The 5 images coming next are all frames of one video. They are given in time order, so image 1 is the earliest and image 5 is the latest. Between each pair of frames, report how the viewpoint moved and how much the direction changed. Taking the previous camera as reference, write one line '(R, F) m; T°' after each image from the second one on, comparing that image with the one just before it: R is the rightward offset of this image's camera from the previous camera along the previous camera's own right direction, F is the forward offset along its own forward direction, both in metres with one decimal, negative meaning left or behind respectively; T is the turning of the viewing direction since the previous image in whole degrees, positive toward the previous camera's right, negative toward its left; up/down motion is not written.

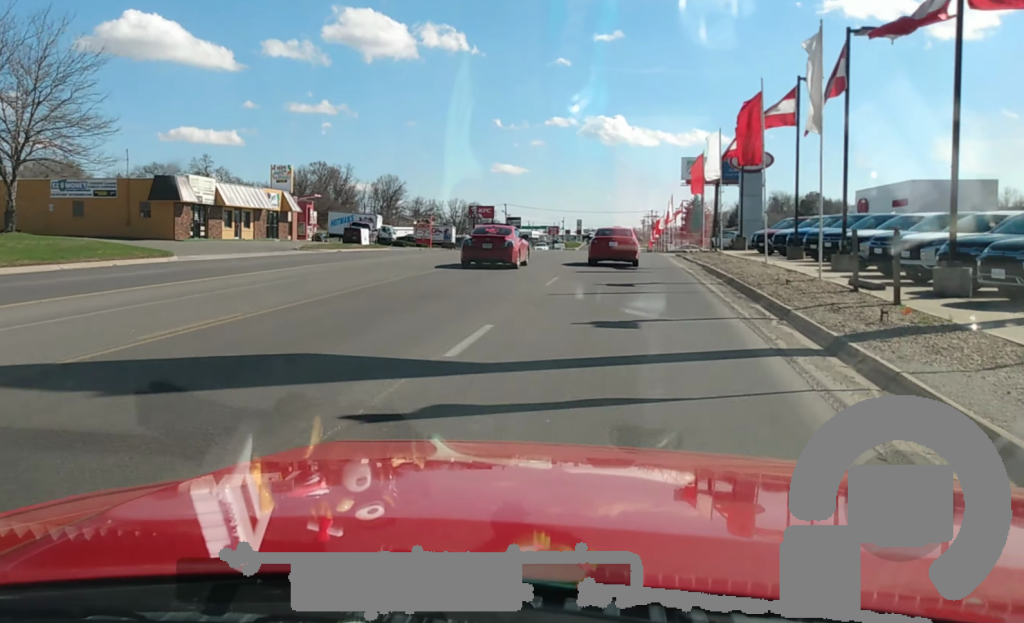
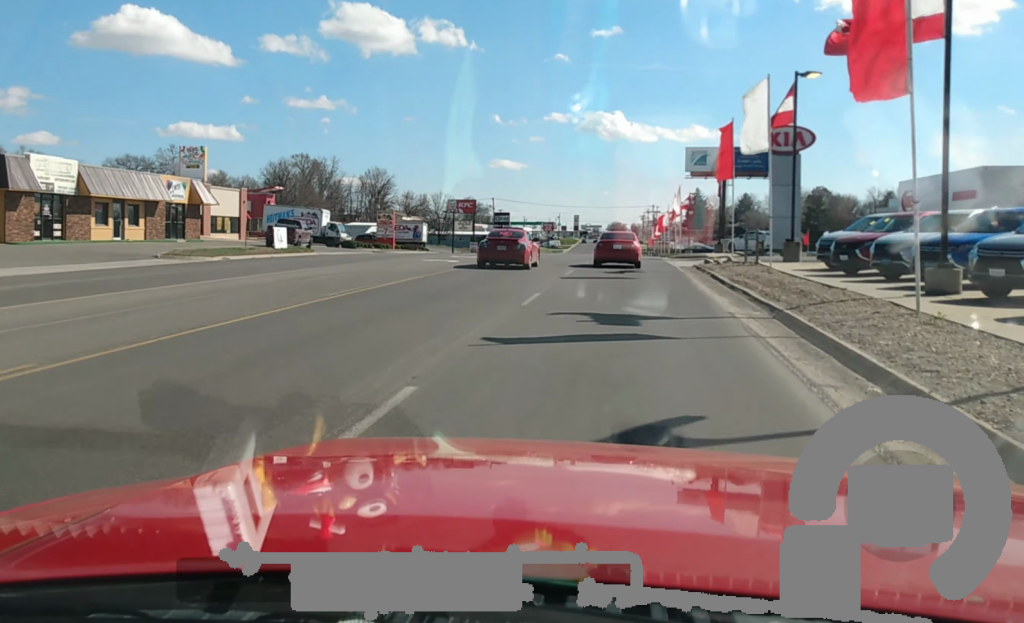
(0.0, +17.6) m; 0°
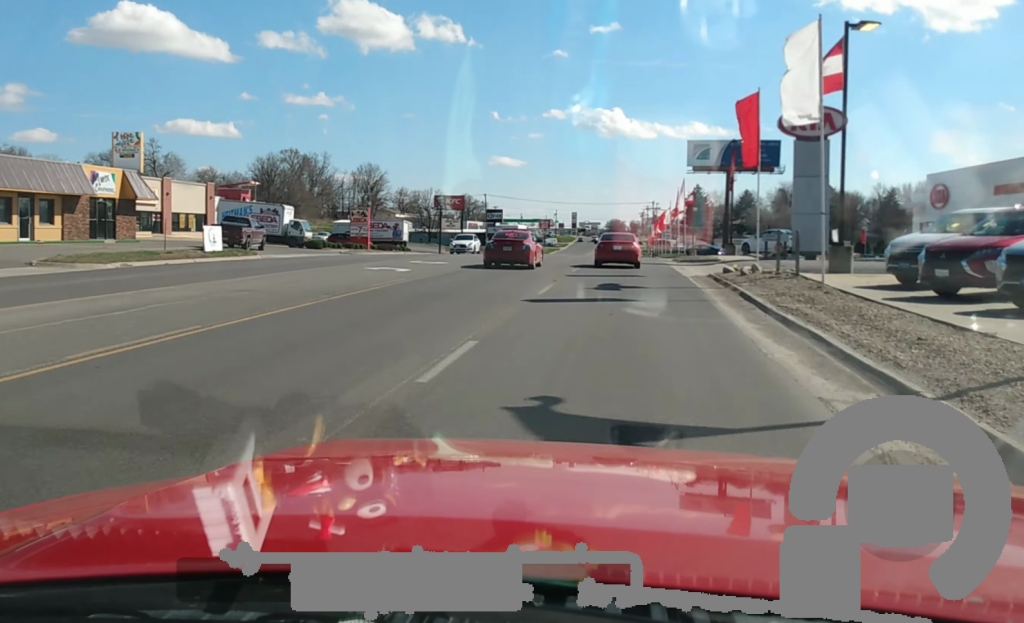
(0.0, +9.0) m; 0°
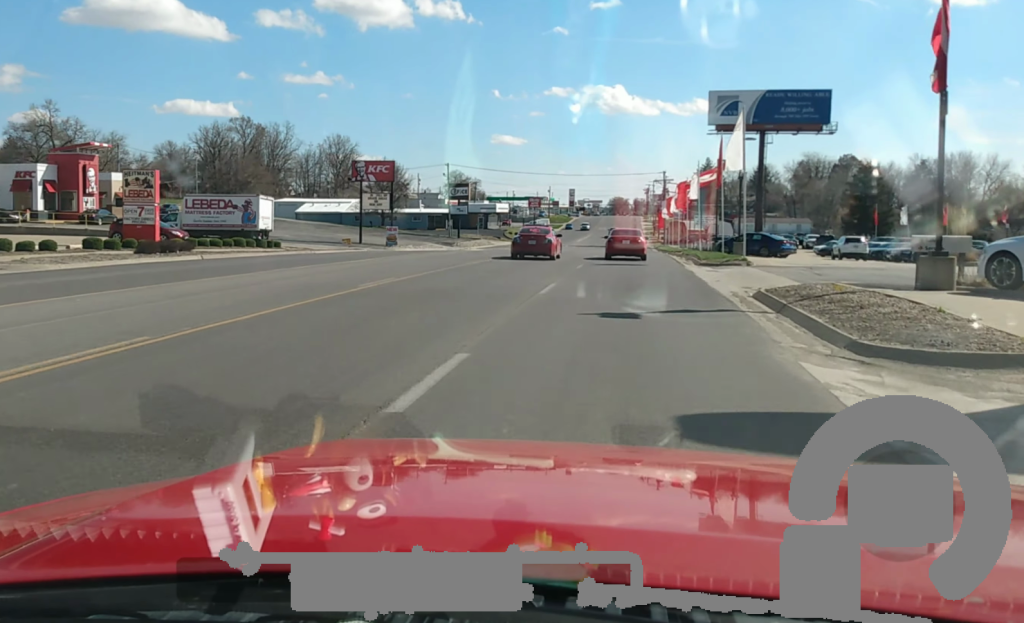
(0.0, +37.7) m; 0°
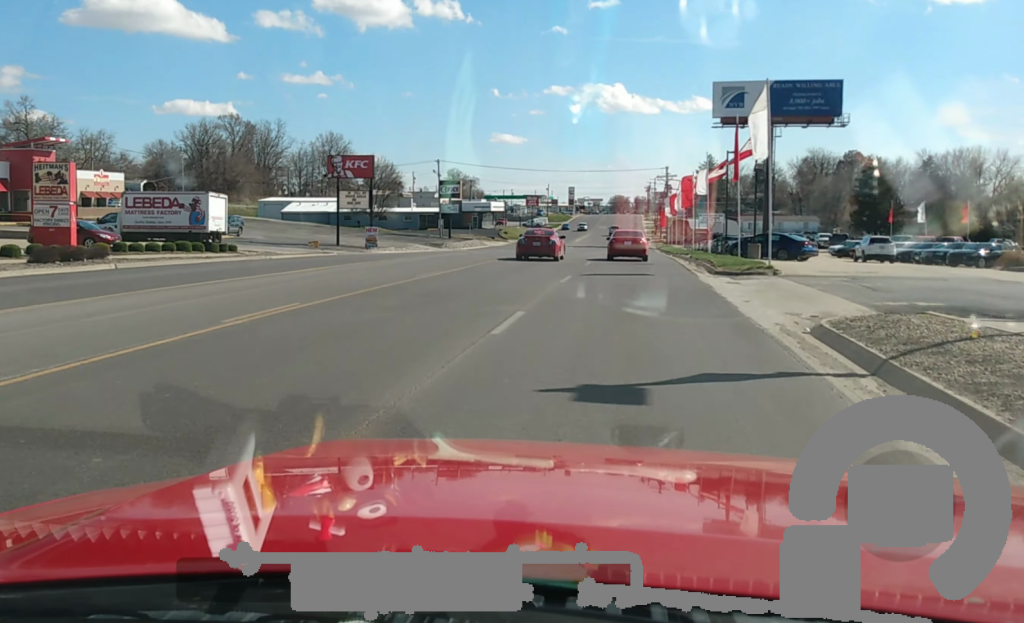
(0.0, +7.0) m; 0°
